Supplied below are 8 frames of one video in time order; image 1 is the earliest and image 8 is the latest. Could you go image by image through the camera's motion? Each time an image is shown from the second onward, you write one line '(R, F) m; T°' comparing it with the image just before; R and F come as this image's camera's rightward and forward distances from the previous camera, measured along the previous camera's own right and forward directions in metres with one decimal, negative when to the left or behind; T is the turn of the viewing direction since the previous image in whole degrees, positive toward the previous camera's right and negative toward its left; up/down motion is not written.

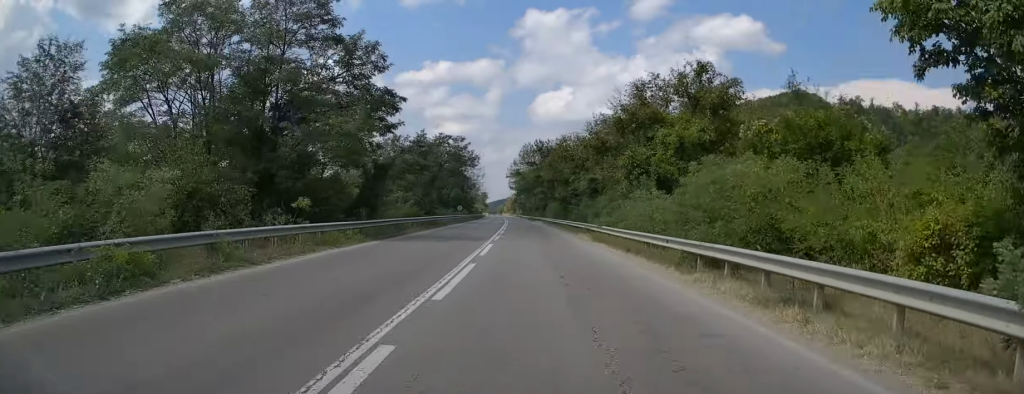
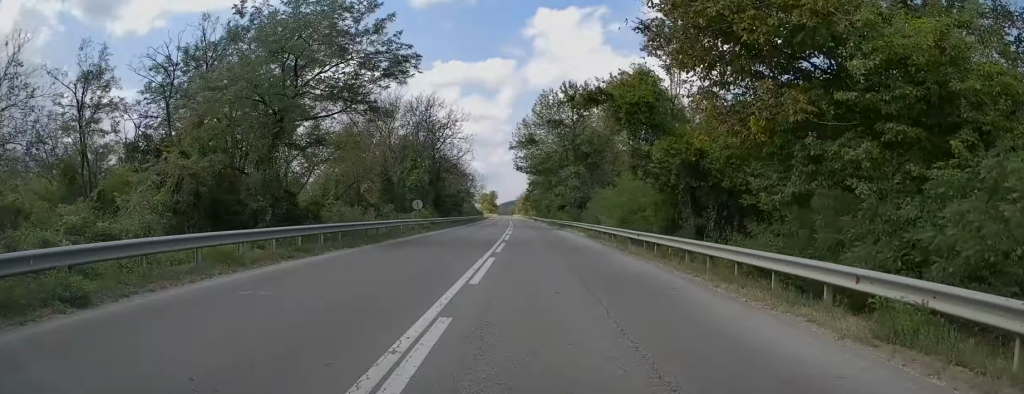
(0.0, +43.3) m; 0°
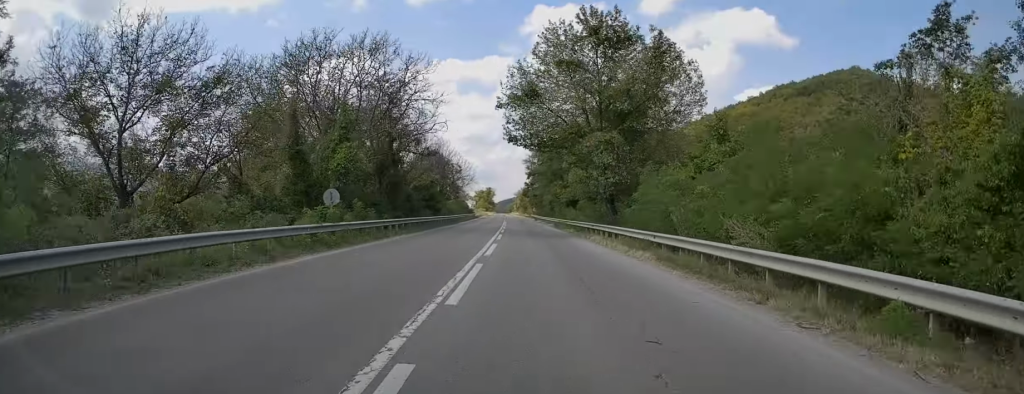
(-0.2, +20.0) m; -1°
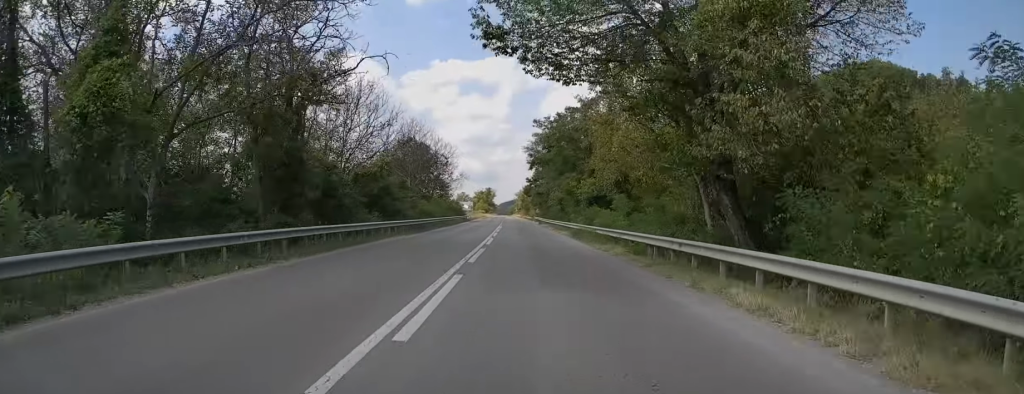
(0.0, +20.1) m; 0°
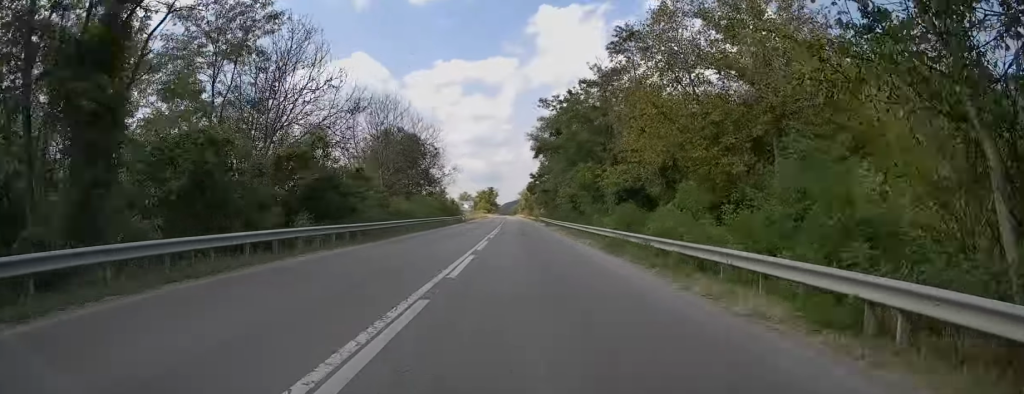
(0.0, +12.4) m; -1°
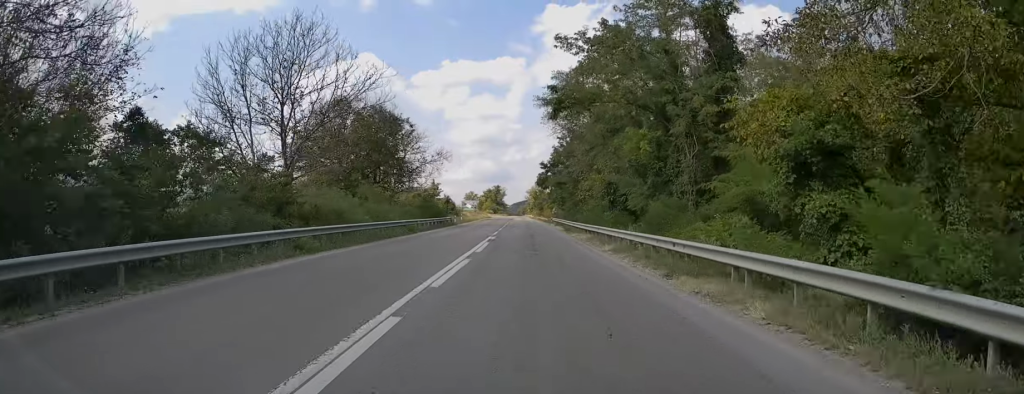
(-0.2, +19.5) m; 0°
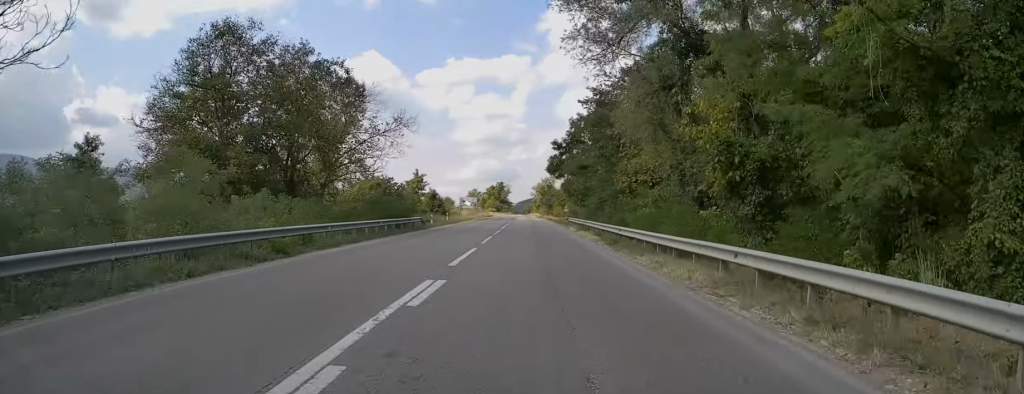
(-0.1, +20.3) m; 0°
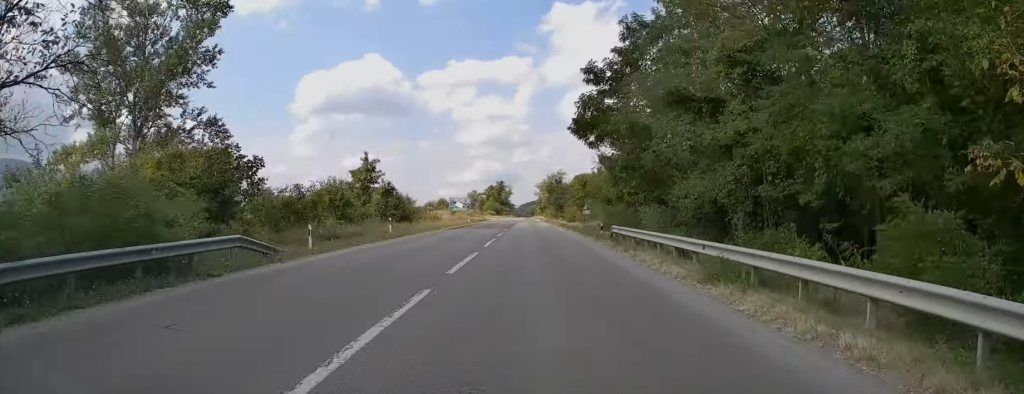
(+0.1, +27.3) m; 0°
